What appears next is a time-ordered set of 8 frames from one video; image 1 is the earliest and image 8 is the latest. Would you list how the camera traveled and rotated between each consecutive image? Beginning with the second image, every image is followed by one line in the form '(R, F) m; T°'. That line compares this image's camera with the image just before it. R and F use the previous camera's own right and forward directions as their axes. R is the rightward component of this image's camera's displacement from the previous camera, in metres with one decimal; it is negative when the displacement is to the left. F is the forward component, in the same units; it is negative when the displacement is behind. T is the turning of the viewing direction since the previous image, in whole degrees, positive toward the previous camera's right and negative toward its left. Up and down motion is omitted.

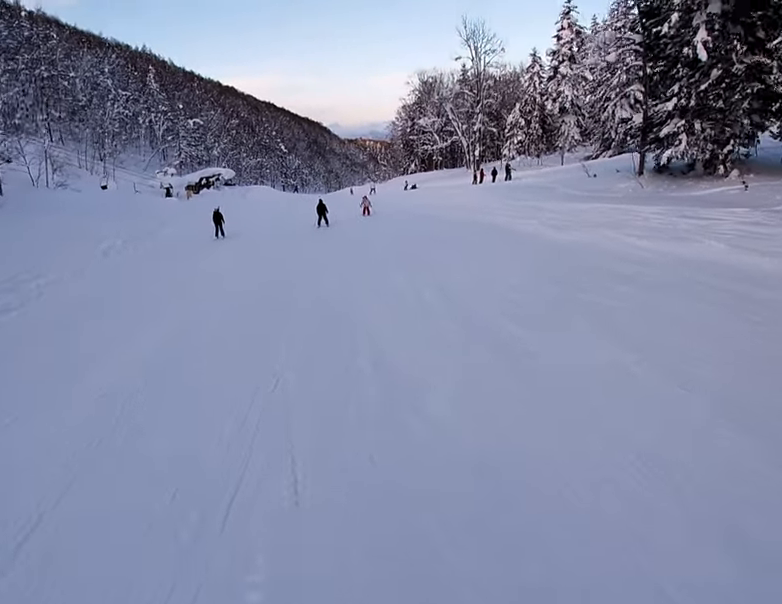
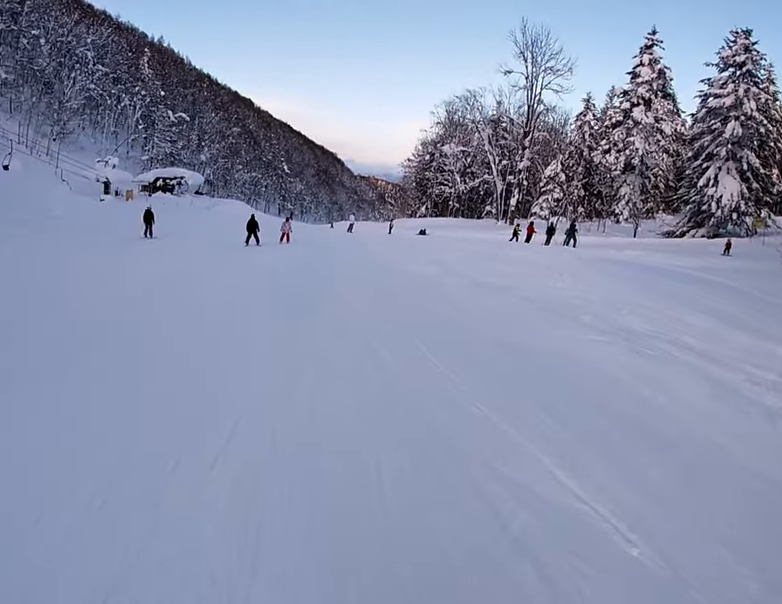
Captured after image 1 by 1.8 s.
(+0.3, +18.7) m; -8°
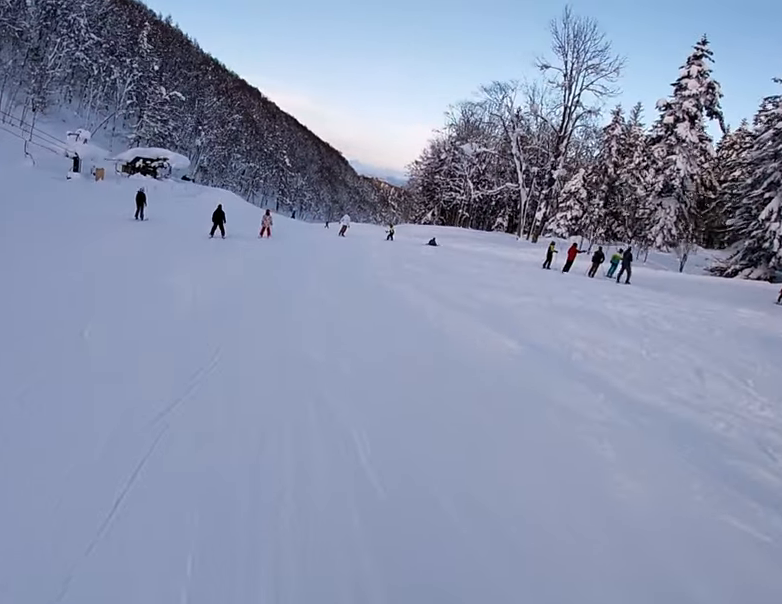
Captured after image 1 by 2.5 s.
(-0.5, +7.0) m; -8°
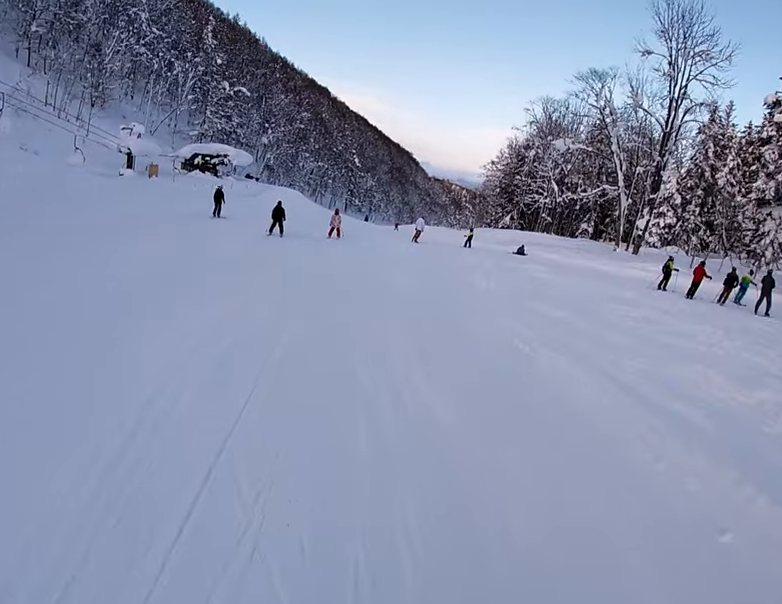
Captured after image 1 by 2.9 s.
(-0.1, +4.5) m; -5°
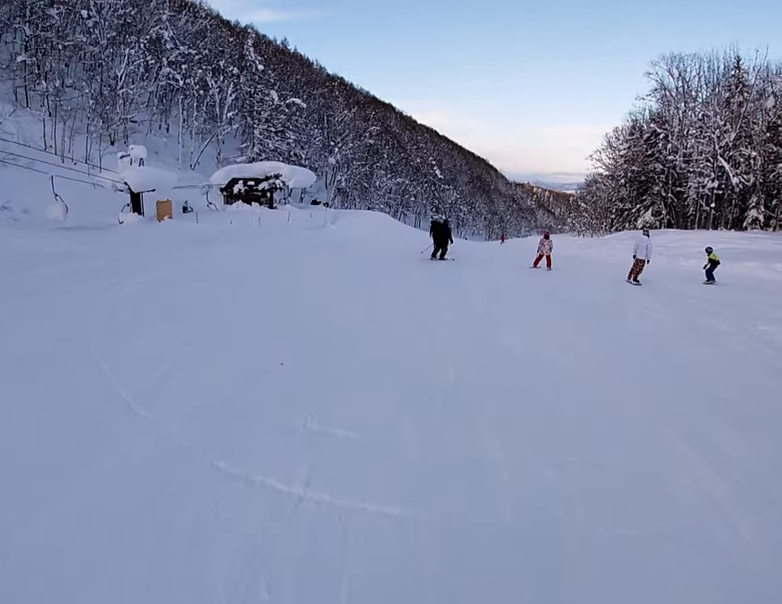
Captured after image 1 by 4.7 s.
(-1.1, +17.2) m; +1°
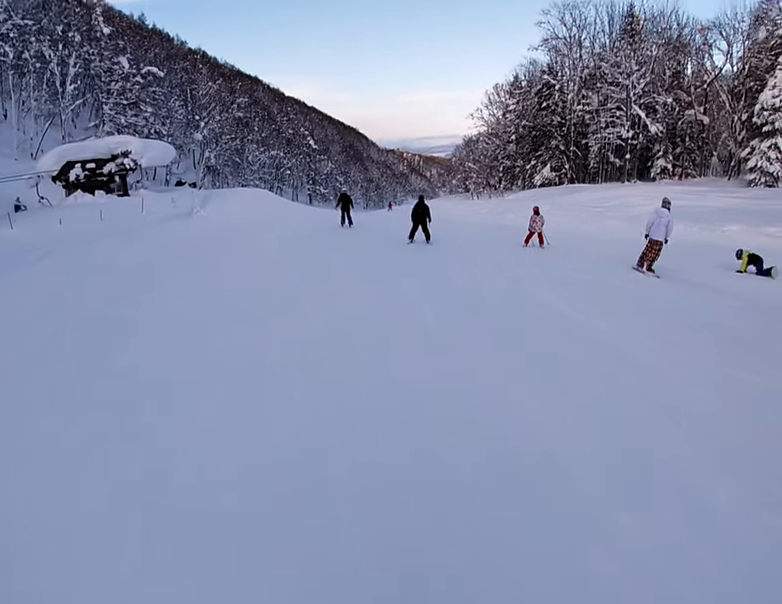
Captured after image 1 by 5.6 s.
(+0.4, +7.7) m; +6°
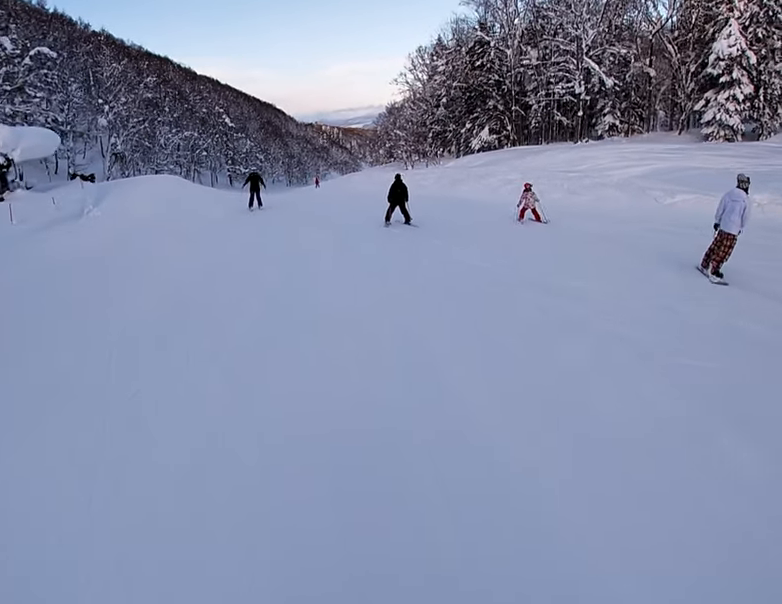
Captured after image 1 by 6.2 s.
(-0.1, +5.9) m; +5°
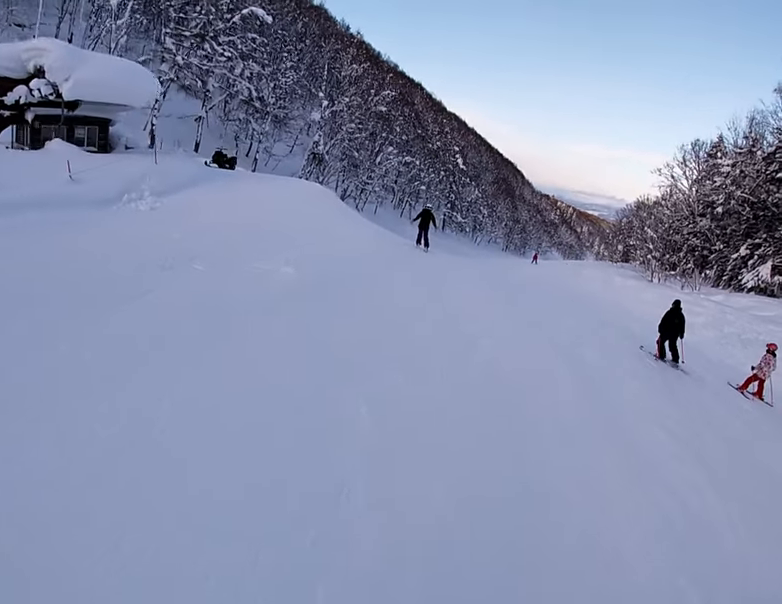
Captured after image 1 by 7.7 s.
(+1.6, +12.0) m; +5°
